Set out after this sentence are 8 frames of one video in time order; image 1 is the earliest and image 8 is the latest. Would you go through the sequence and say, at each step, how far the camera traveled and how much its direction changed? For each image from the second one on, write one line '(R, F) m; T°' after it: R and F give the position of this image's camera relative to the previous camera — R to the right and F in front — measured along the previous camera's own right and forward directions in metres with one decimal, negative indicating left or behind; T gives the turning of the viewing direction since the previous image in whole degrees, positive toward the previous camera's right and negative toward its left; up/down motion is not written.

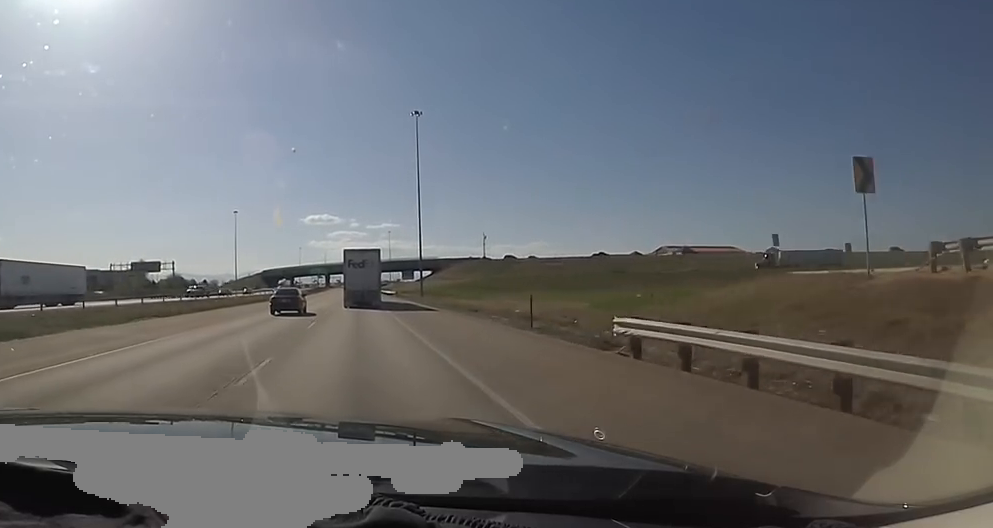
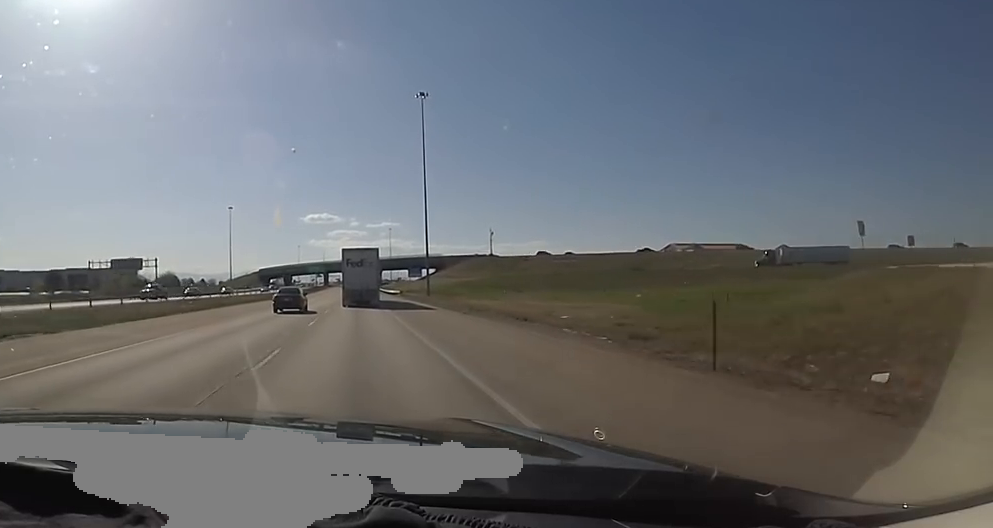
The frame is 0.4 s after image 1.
(0.0, +11.0) m; +1°
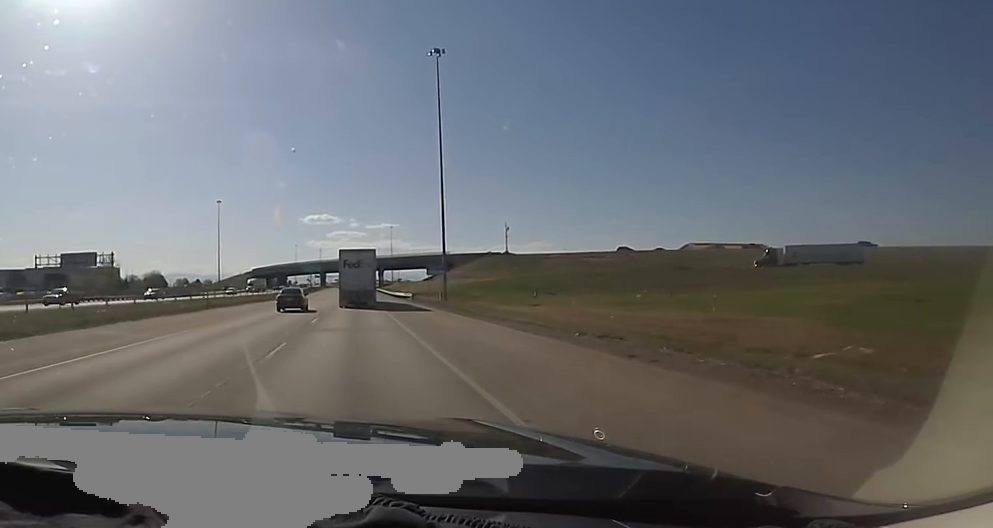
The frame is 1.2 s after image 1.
(+1.2, +21.2) m; +2°
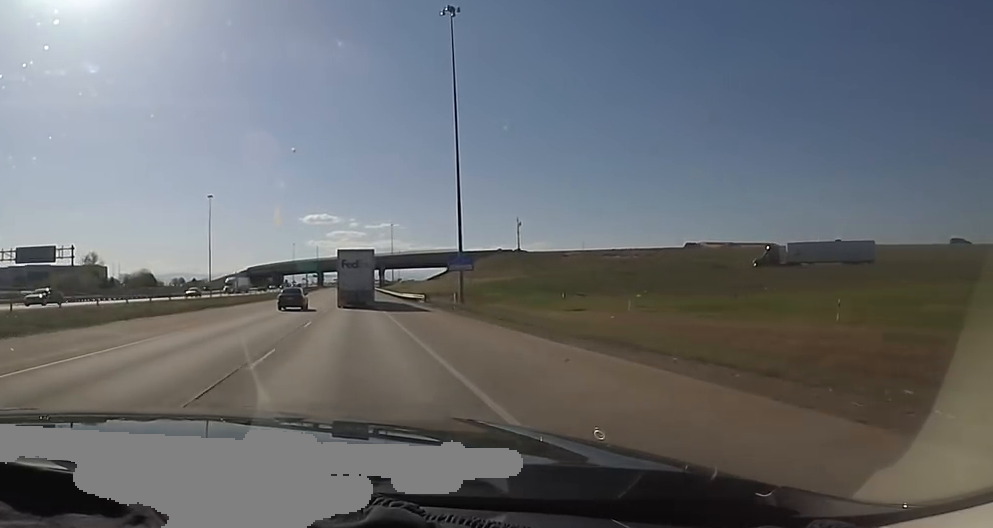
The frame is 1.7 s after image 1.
(-0.2, +13.9) m; 0°
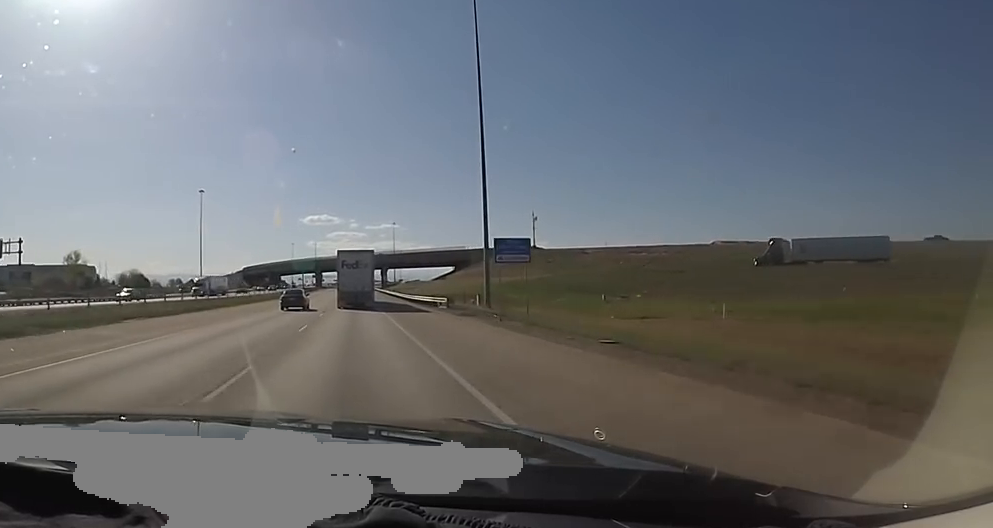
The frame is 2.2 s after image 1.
(-0.1, +14.0) m; 0°
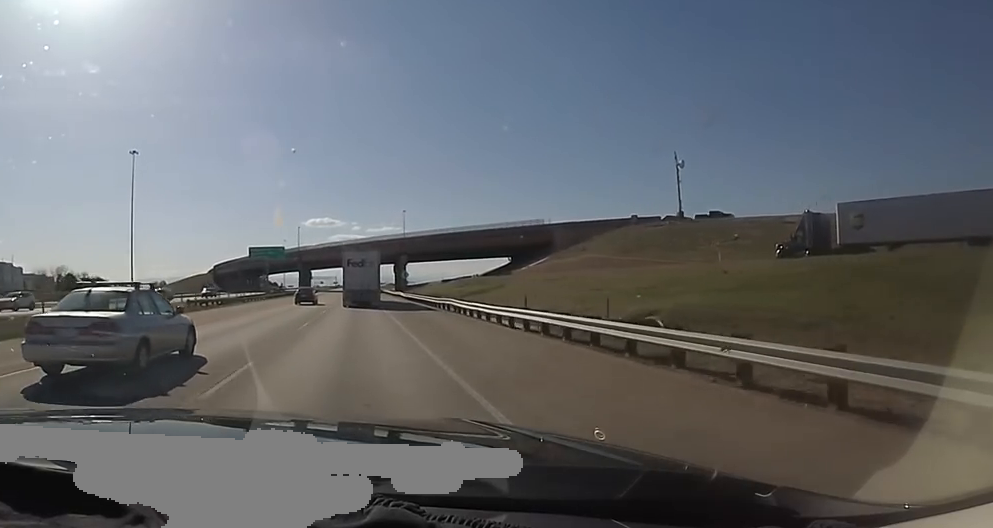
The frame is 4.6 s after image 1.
(-1.8, +68.2) m; -1°
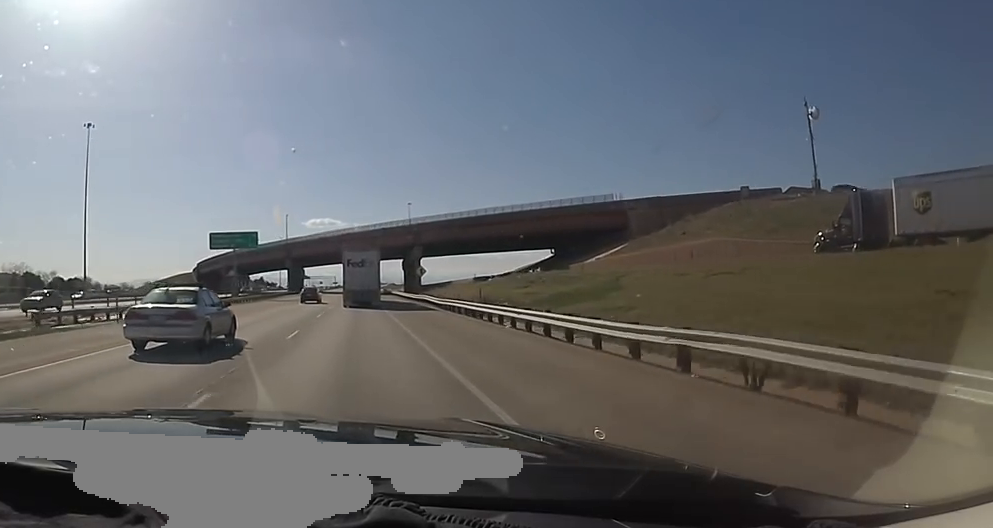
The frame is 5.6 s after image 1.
(+0.7, +26.6) m; 0°
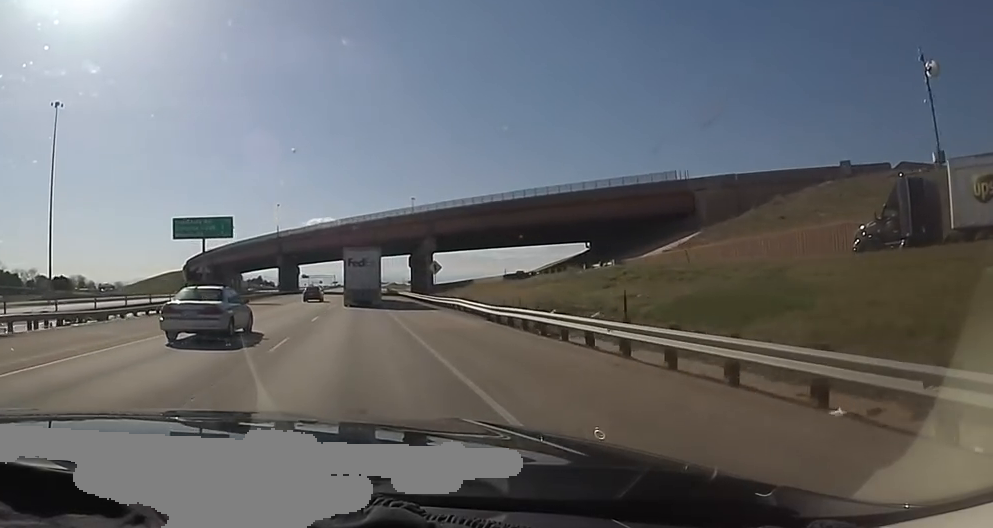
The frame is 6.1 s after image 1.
(+0.6, +14.7) m; -1°
